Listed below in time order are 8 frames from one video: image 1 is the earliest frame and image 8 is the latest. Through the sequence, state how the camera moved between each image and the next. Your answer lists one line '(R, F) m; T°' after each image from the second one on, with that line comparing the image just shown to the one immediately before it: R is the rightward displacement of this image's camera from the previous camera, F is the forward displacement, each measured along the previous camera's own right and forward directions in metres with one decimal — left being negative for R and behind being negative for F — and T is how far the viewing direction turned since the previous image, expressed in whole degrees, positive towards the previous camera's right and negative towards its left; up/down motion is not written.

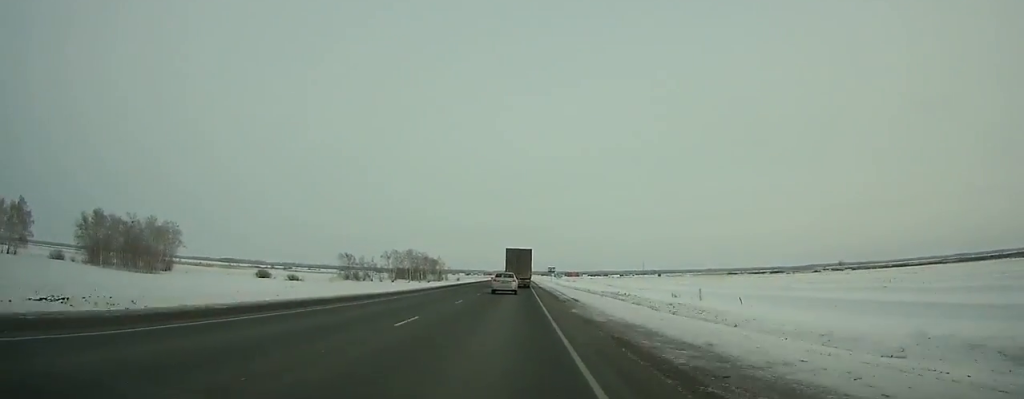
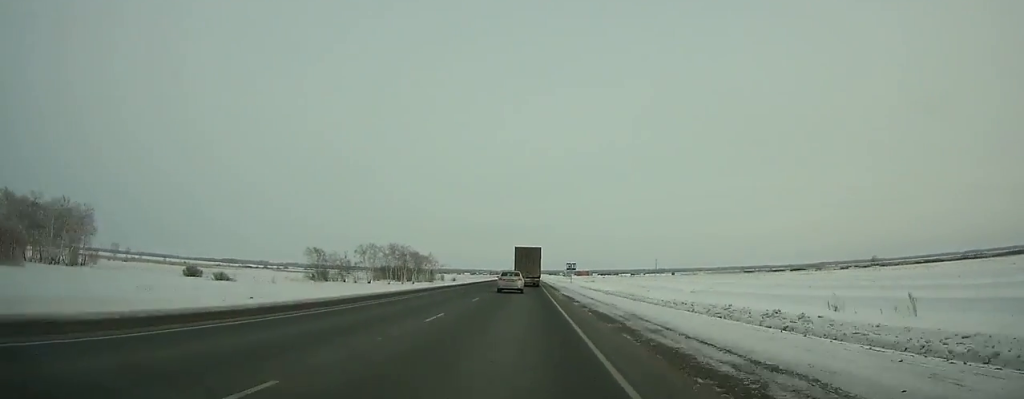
(-0.1, +34.7) m; 0°
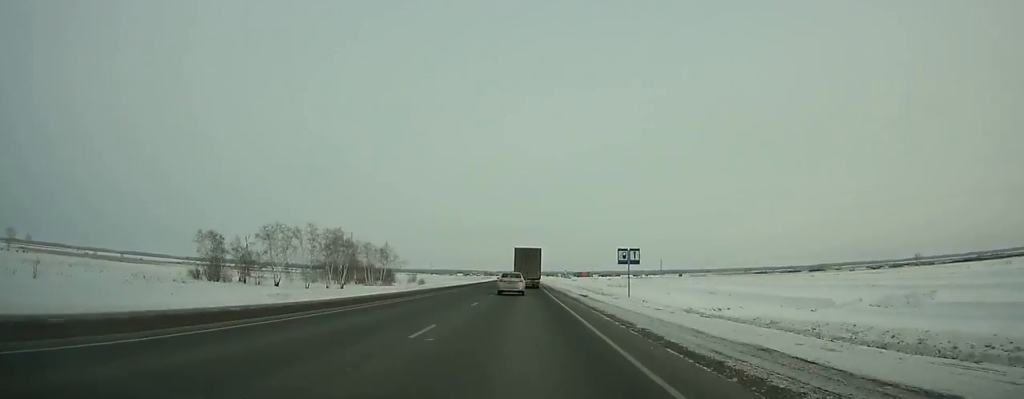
(+0.2, +52.0) m; 0°
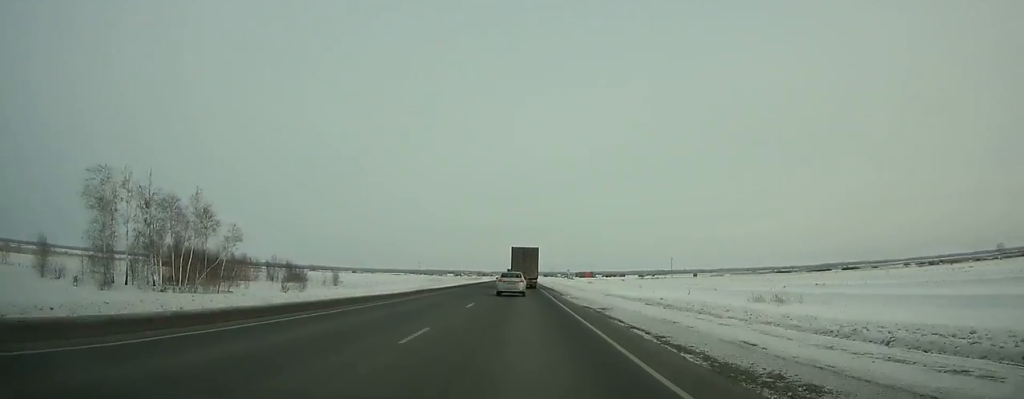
(+0.2, +73.4) m; 0°
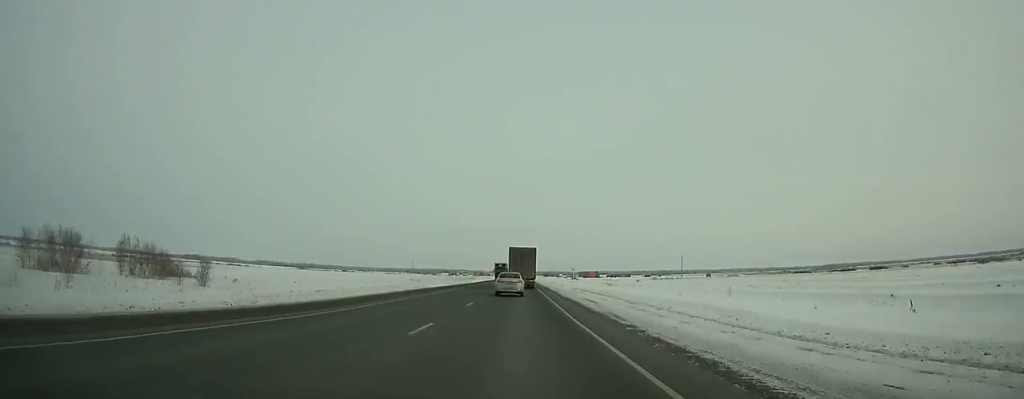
(0.0, +47.4) m; 0°
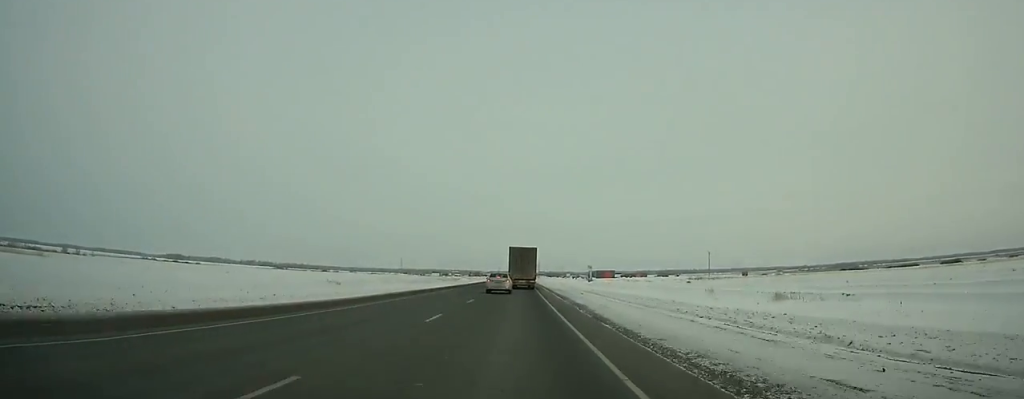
(-0.2, +92.6) m; 0°
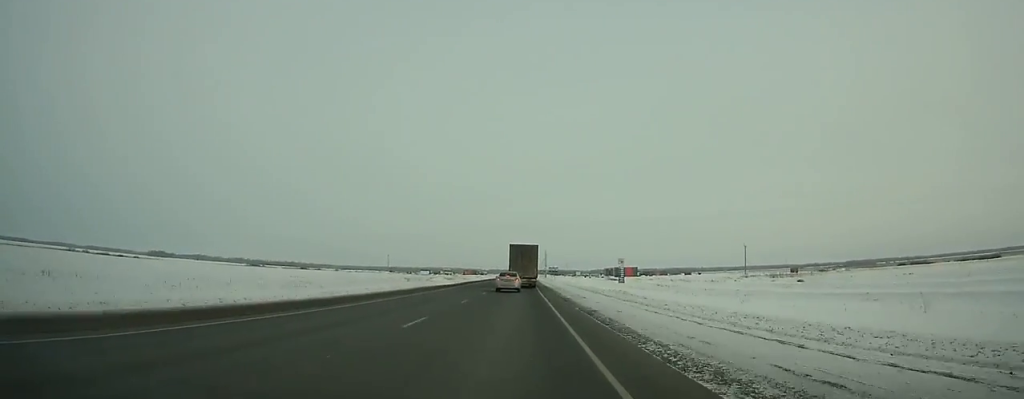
(-0.2, +84.9) m; 0°
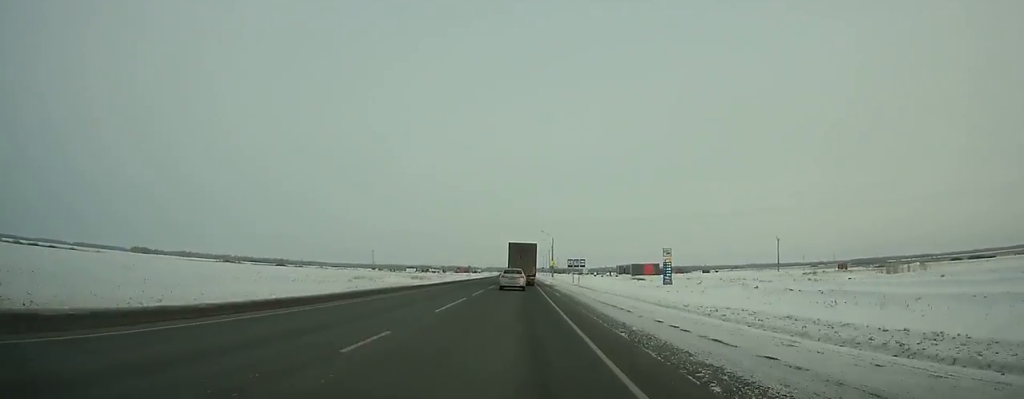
(0.0, +64.4) m; 0°
